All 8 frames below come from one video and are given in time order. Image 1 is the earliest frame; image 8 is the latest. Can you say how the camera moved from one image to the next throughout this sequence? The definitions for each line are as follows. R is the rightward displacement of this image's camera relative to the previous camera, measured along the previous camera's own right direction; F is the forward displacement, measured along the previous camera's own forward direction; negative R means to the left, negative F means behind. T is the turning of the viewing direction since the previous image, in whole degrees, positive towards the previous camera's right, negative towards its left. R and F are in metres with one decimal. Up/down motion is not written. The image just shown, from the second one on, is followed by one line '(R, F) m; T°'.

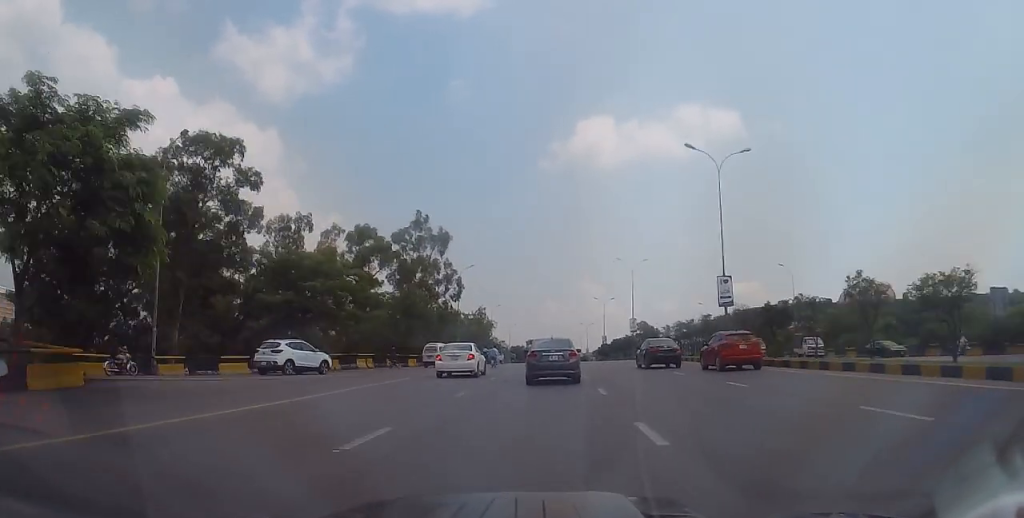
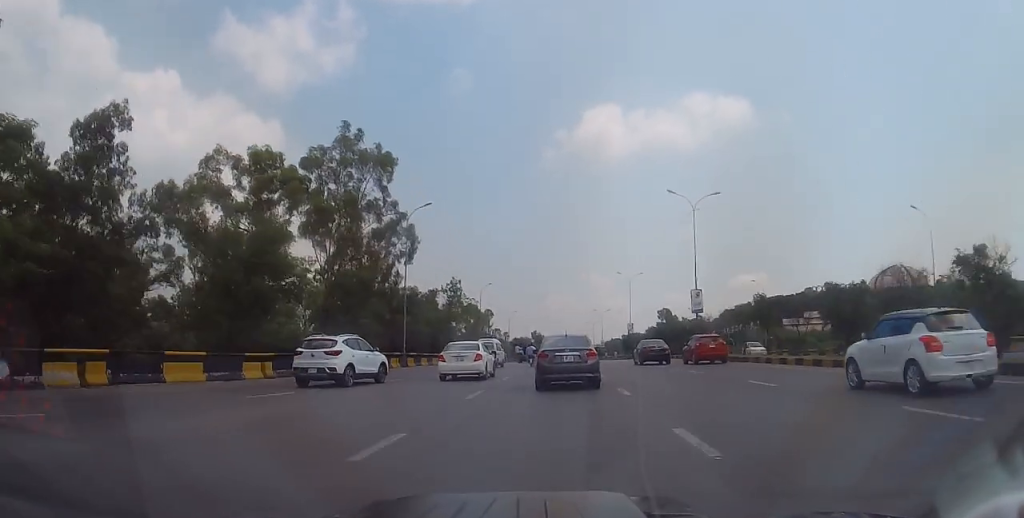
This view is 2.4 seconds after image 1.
(+0.3, +32.5) m; +1°
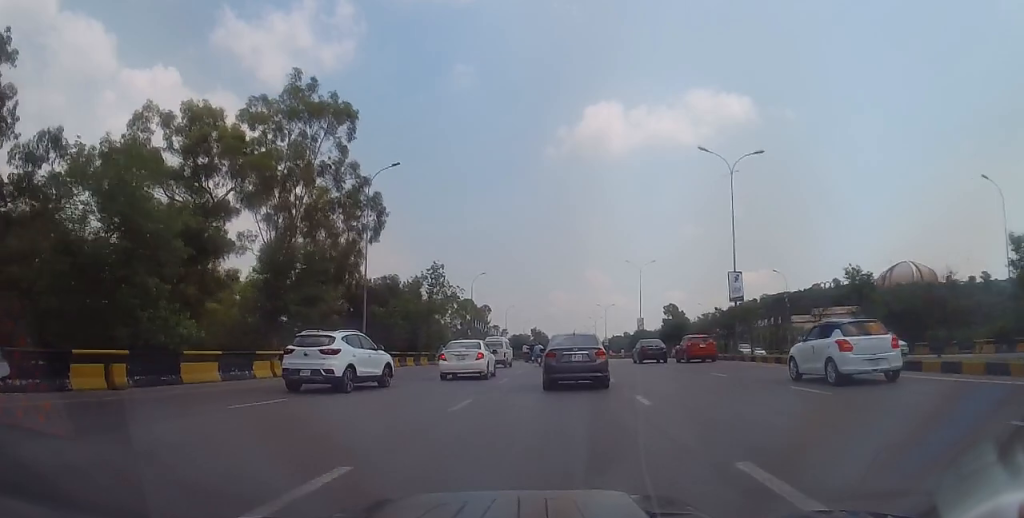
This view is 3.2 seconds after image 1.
(0.0, +10.6) m; -1°
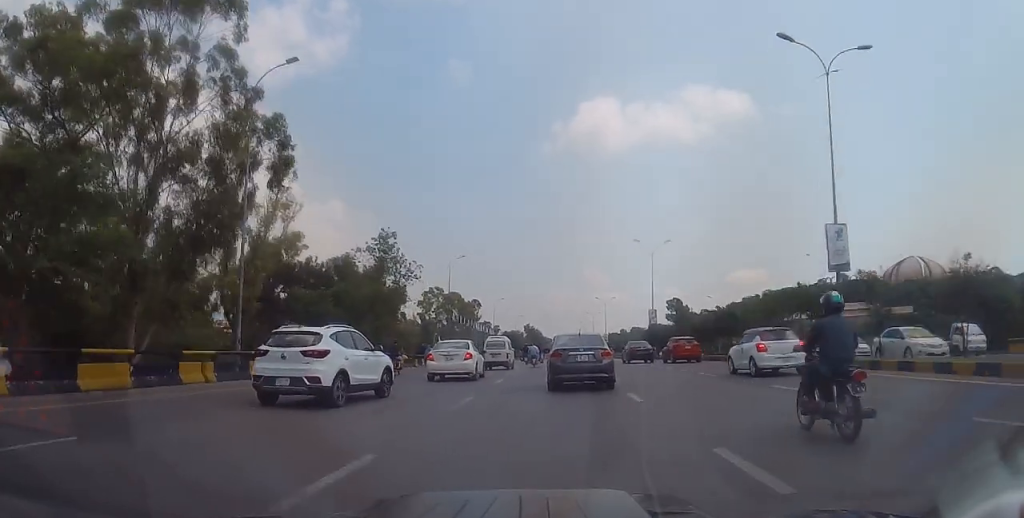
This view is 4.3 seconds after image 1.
(-0.3, +15.2) m; -1°
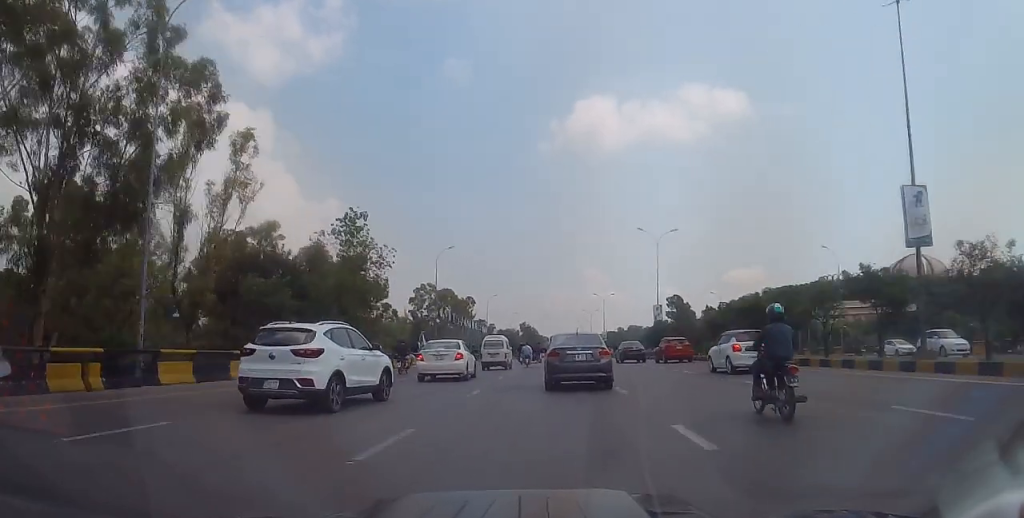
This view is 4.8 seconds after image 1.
(-0.4, +6.0) m; 0°
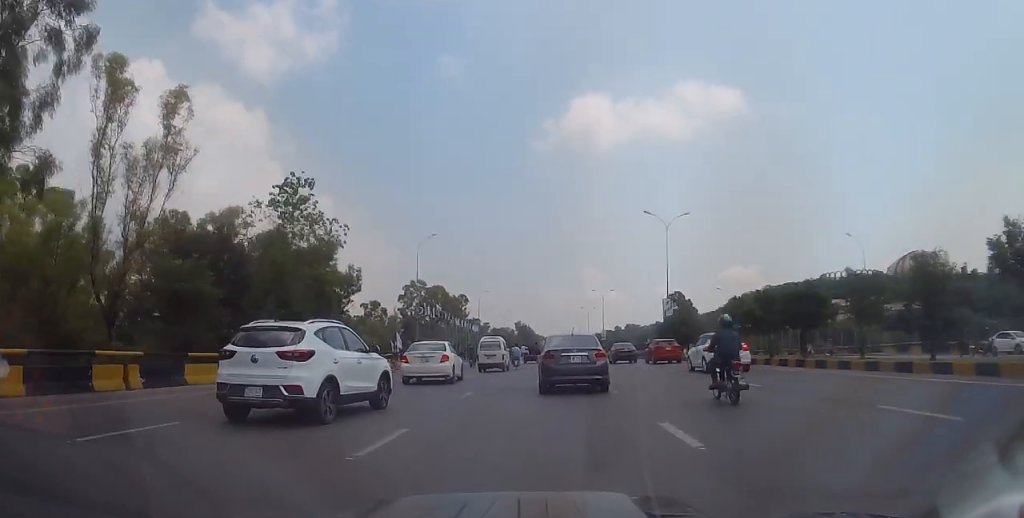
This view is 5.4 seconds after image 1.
(+0.5, +7.7) m; +1°
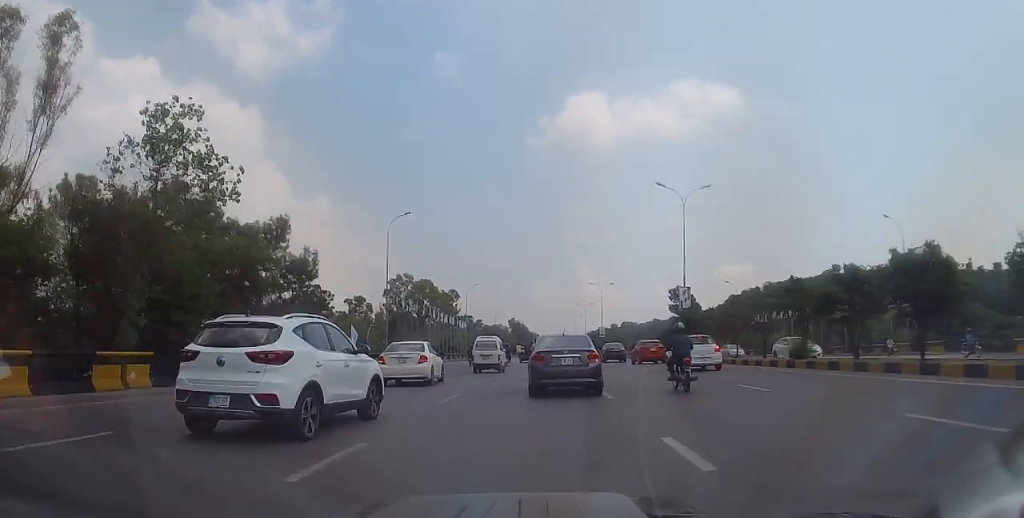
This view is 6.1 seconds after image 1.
(+0.2, +9.4) m; +1°
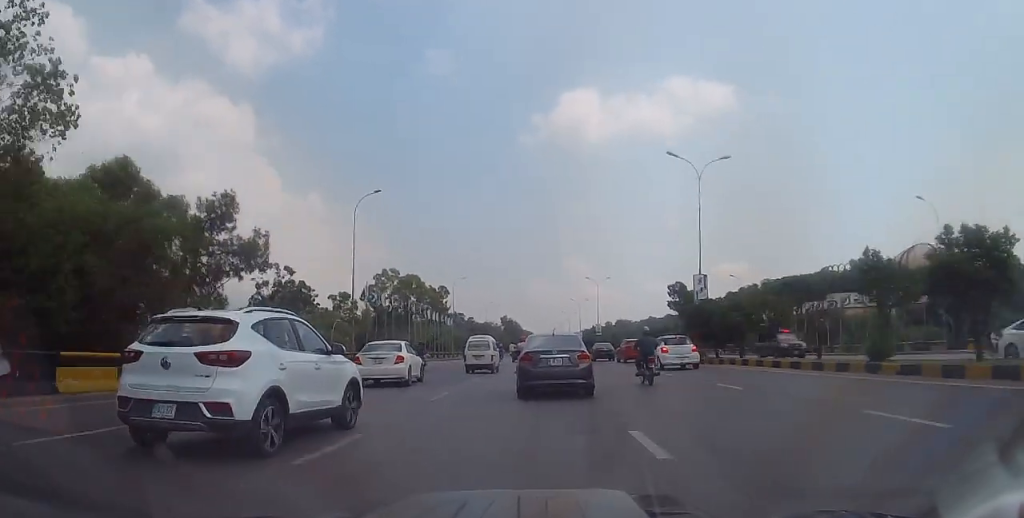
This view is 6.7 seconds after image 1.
(-0.2, +7.2) m; 0°
